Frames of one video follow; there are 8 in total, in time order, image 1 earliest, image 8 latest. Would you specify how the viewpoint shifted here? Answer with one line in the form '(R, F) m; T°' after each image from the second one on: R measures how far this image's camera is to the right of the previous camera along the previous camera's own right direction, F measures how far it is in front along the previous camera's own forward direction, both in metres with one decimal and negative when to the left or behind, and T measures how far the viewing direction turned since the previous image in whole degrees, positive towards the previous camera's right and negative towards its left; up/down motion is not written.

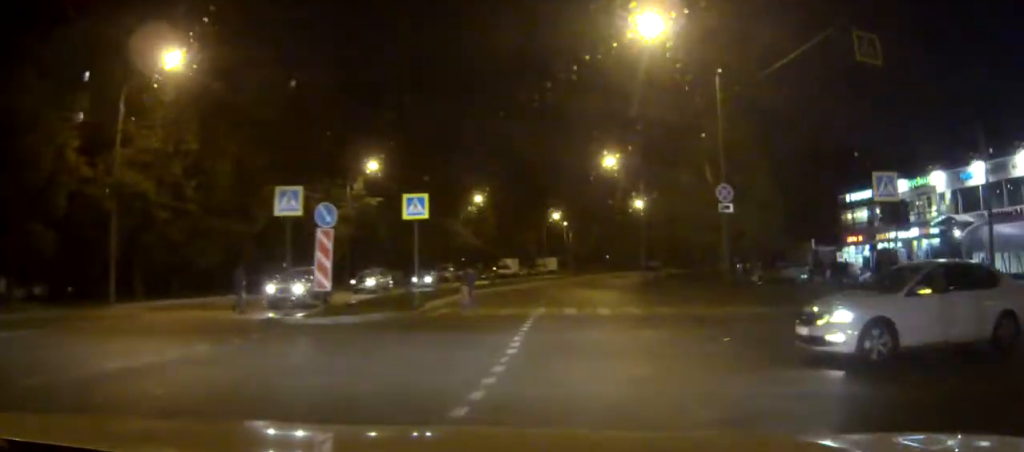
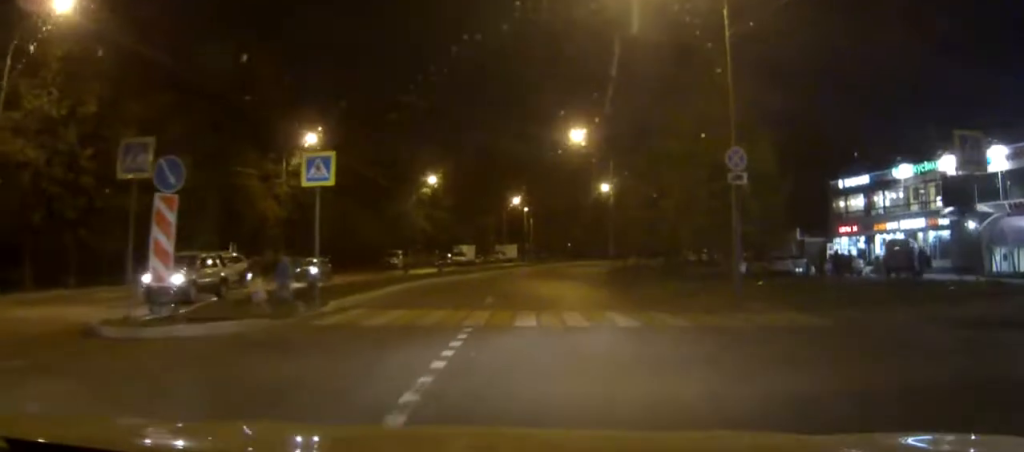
(+0.3, +7.1) m; +4°
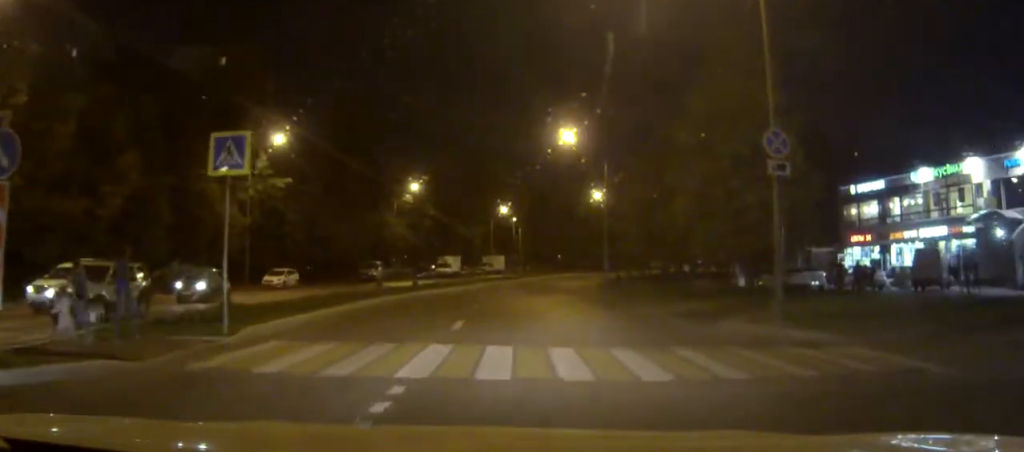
(+0.1, +5.1) m; +1°
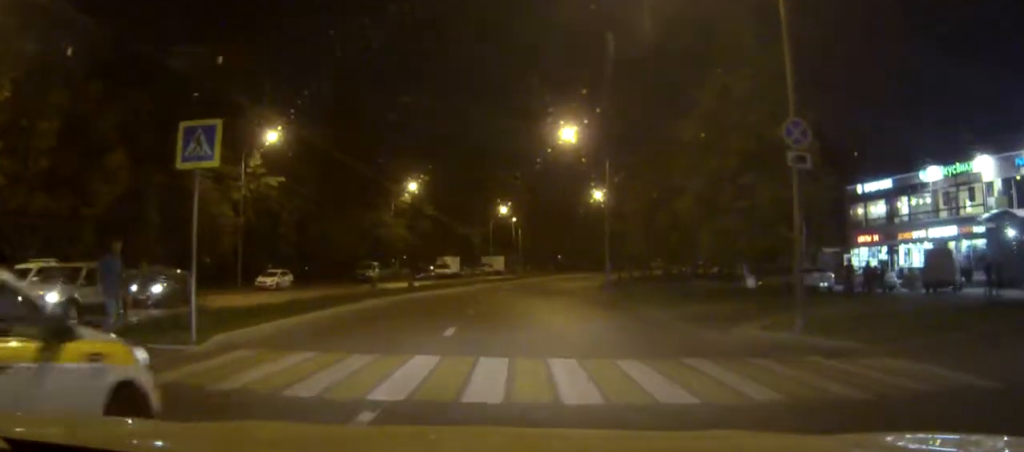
(0.0, +1.4) m; 0°
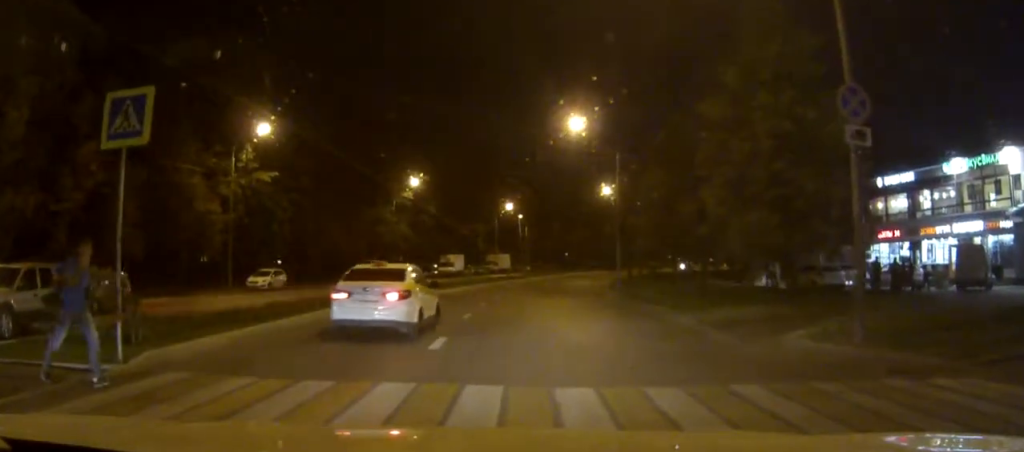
(+0.1, +2.9) m; 0°
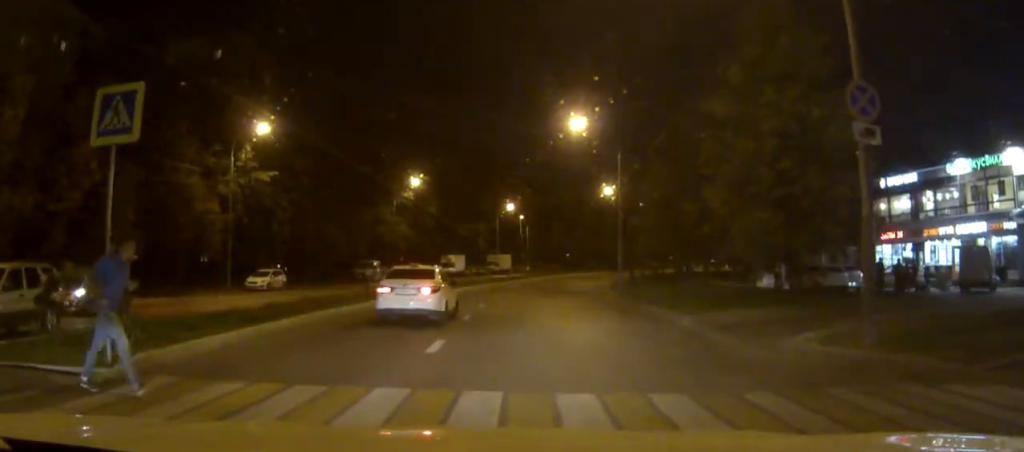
(0.0, +0.3) m; 0°
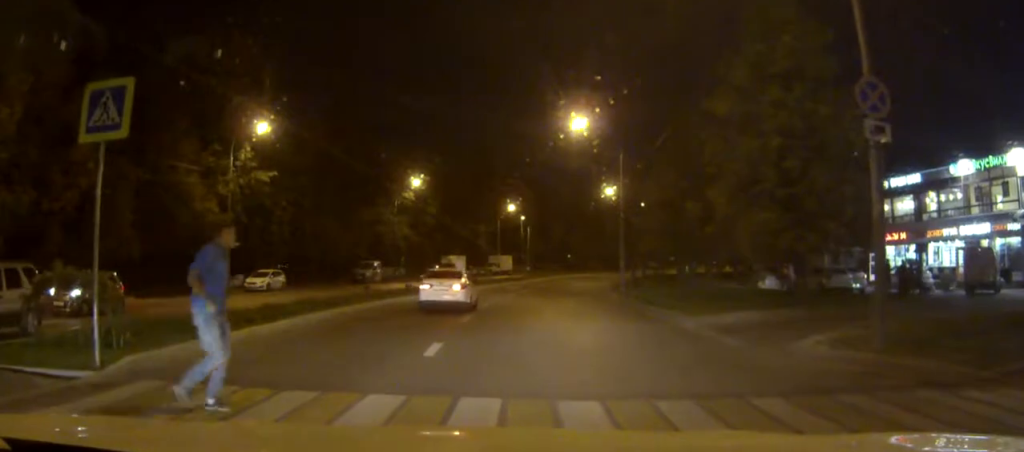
(0.0, +0.2) m; 0°
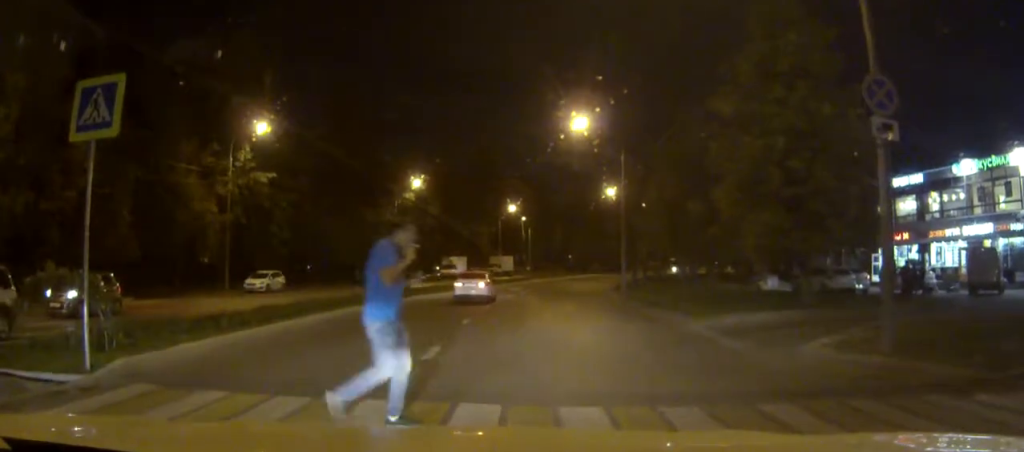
(+0.1, +0.1) m; 0°
